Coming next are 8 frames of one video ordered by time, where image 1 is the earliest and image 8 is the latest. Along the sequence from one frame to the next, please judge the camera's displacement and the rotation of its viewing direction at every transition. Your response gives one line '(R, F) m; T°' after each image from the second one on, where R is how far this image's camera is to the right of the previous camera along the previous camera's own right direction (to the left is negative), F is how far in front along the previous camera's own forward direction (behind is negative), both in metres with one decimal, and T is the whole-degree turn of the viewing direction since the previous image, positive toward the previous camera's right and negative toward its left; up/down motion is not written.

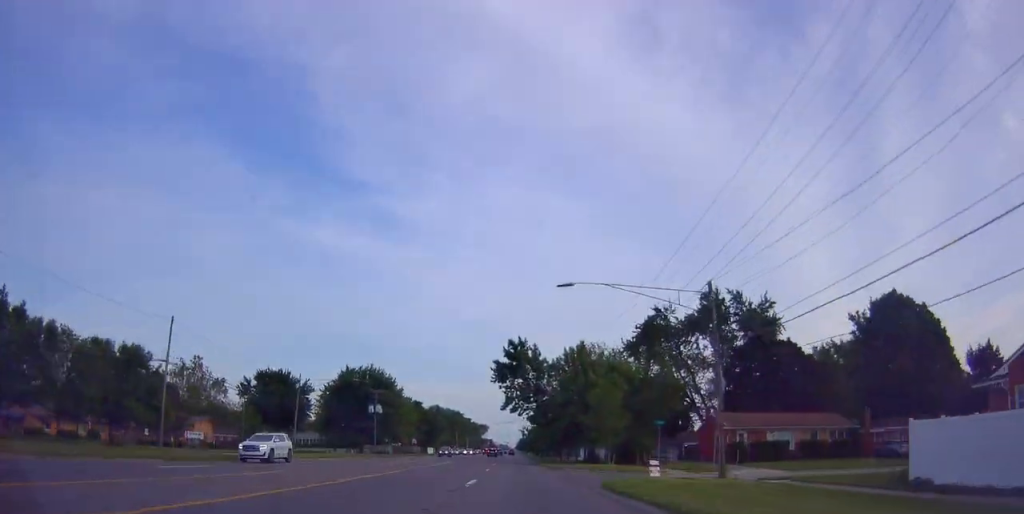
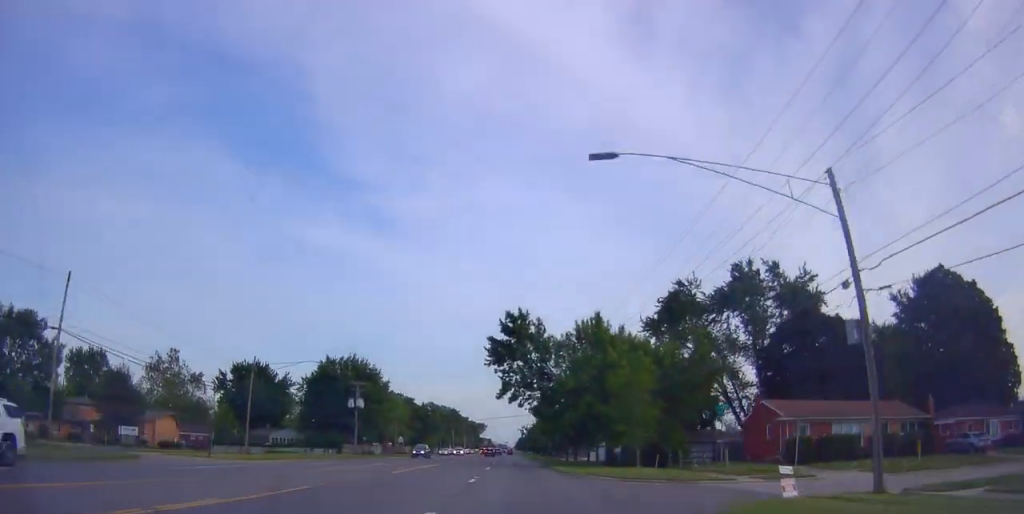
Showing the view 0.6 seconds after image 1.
(-0.5, +12.1) m; 0°
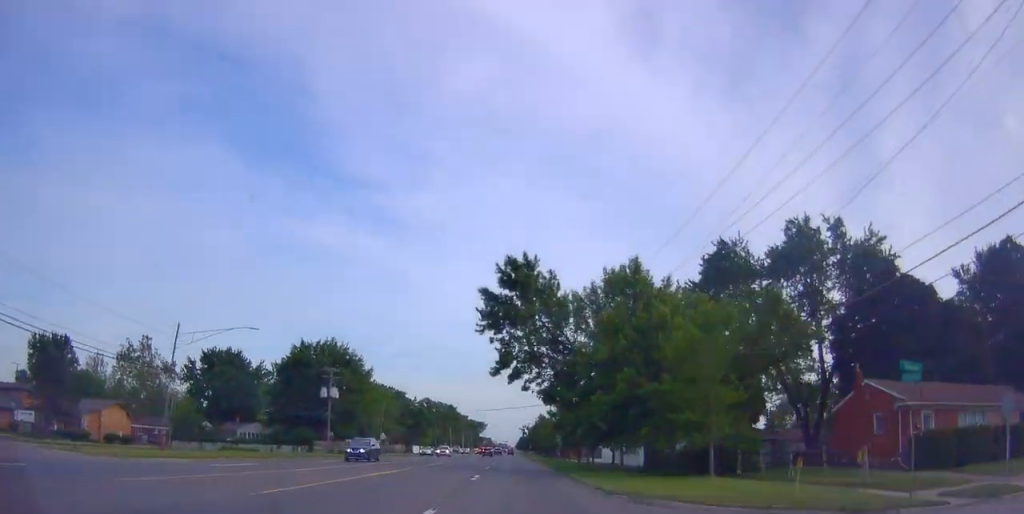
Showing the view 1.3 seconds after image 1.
(+0.3, +14.1) m; +1°
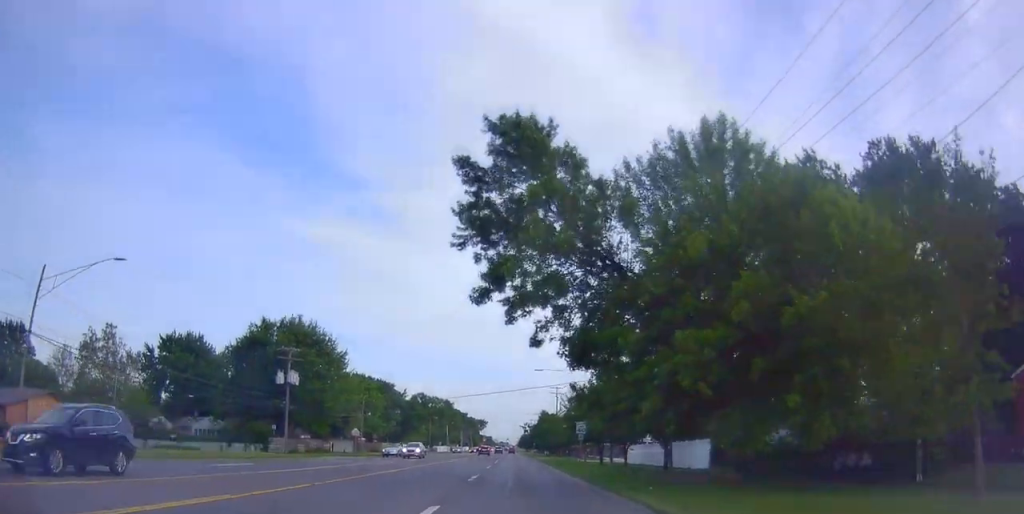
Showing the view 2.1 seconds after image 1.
(+0.2, +15.4) m; +1°
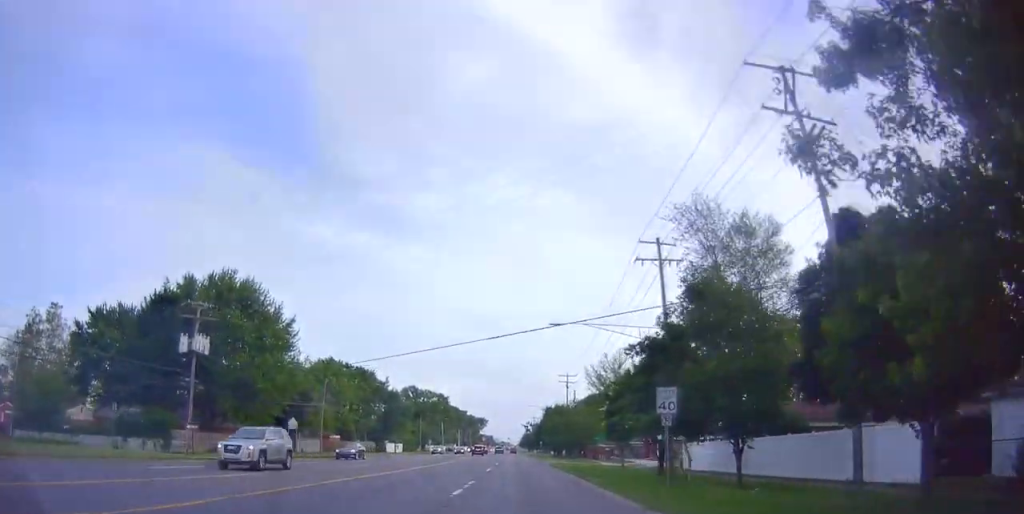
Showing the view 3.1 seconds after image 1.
(-0.1, +20.7) m; 0°
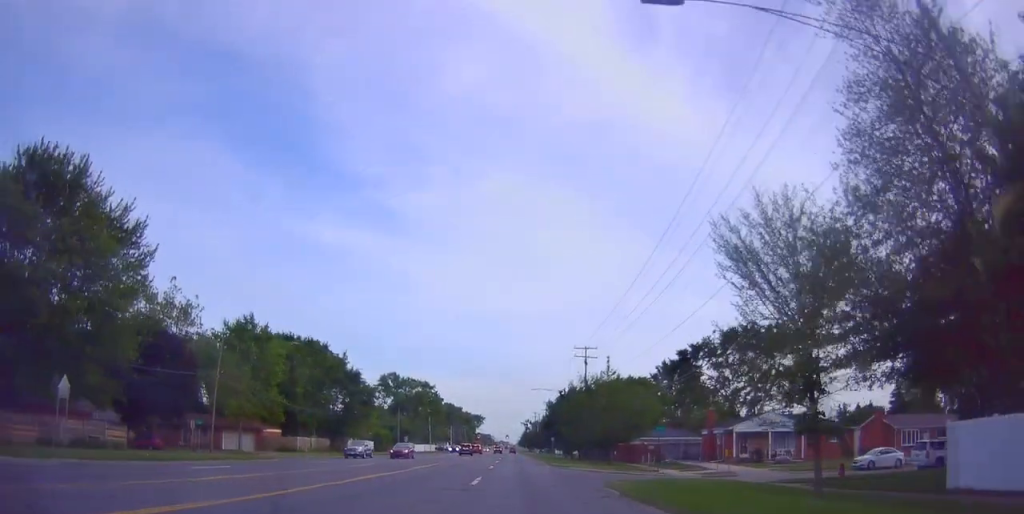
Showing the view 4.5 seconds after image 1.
(+0.4, +28.5) m; -1°
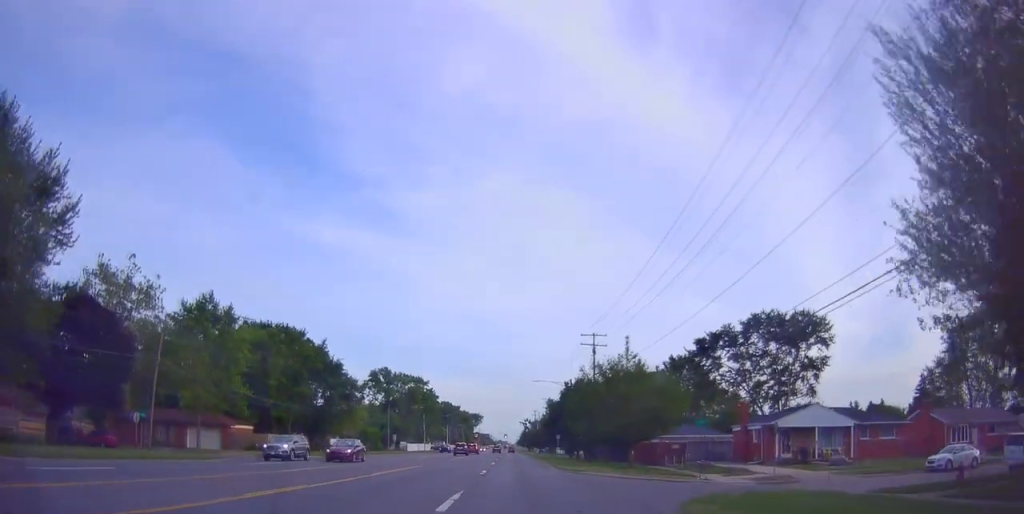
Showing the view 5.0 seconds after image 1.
(-0.1, +9.1) m; -1°
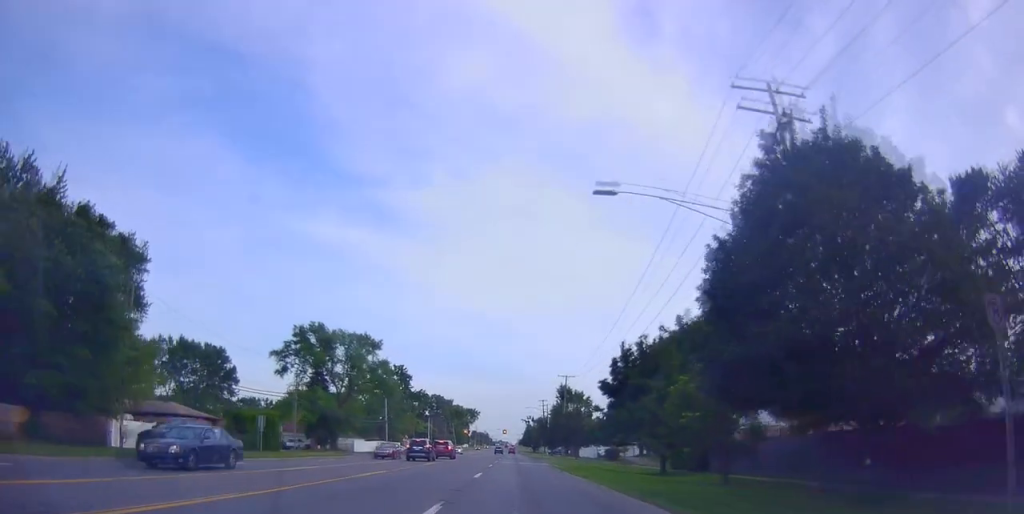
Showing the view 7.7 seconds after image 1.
(-0.7, +51.1) m; -1°
